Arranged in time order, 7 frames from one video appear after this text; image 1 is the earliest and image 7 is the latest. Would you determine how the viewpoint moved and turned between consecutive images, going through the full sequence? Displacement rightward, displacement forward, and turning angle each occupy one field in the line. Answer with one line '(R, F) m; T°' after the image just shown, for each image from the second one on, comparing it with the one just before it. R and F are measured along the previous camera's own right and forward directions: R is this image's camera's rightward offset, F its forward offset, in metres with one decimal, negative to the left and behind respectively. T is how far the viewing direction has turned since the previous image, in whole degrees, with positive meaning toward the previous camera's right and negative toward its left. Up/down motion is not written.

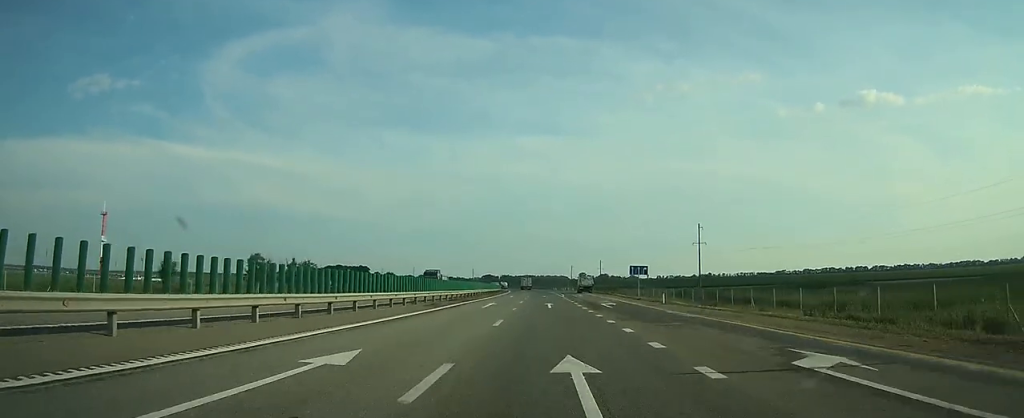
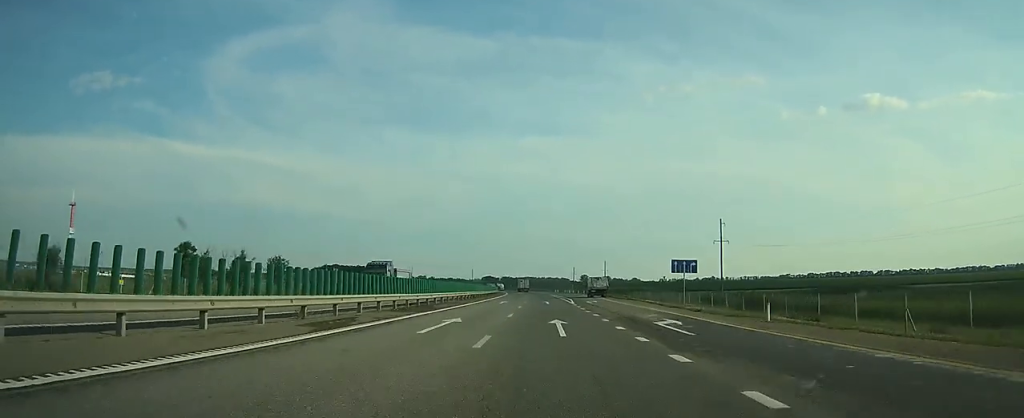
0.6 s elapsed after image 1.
(+0.1, +18.0) m; 0°
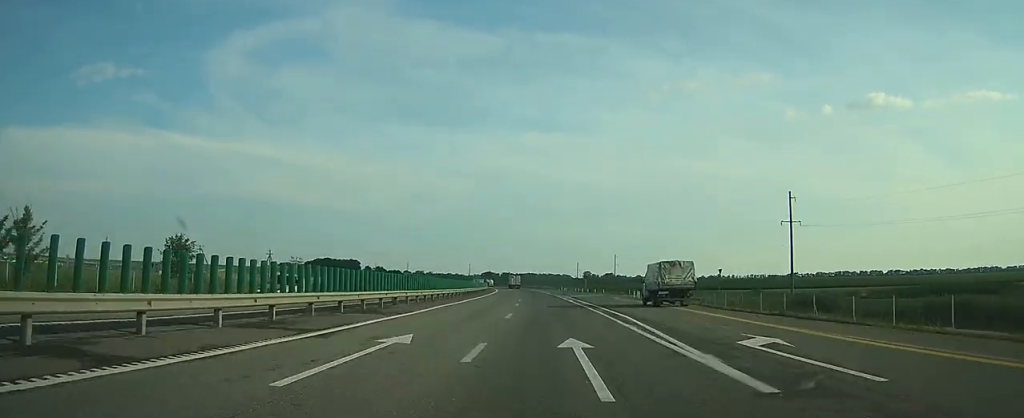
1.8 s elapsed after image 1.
(-0.2, +38.9) m; 0°
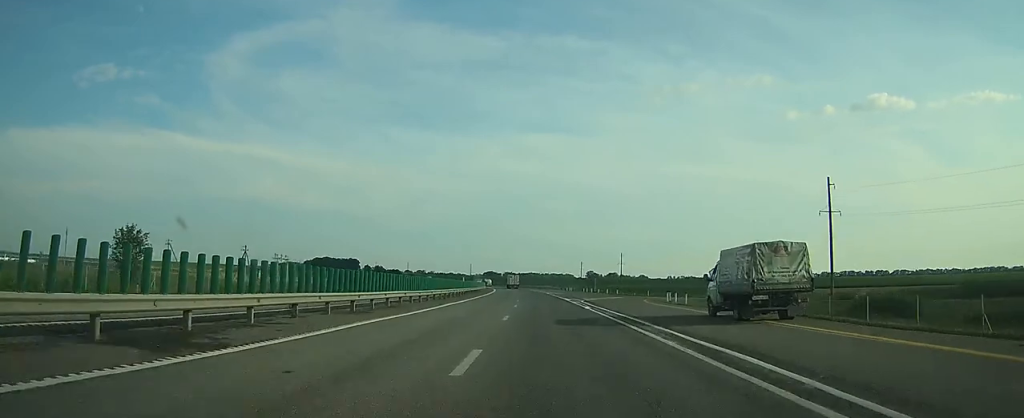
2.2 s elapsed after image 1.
(0.0, +13.6) m; 0°
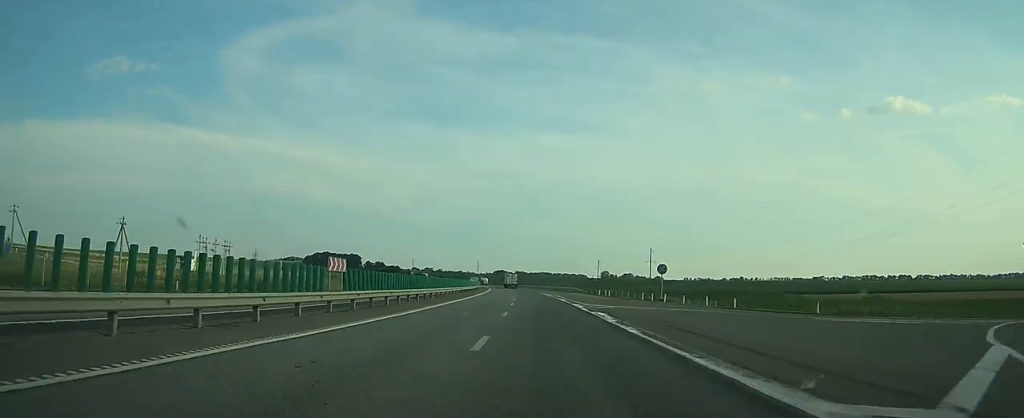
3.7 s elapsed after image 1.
(-0.3, +45.2) m; -1°
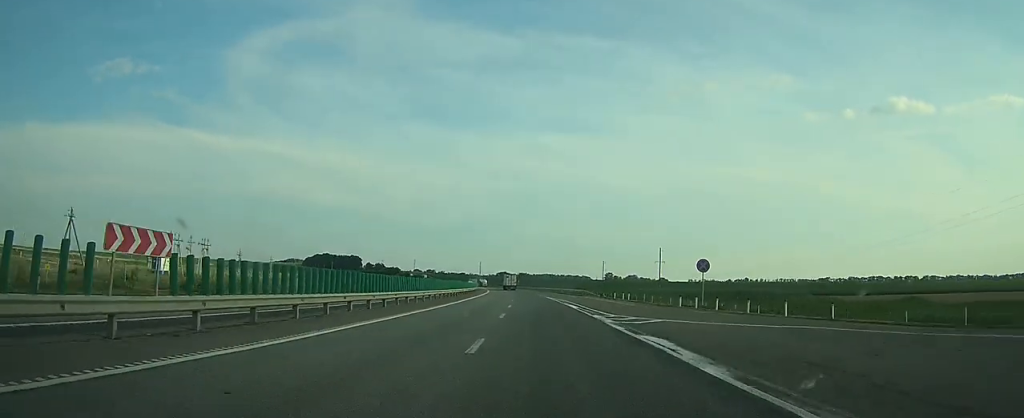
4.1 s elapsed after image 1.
(0.0, +12.1) m; 0°
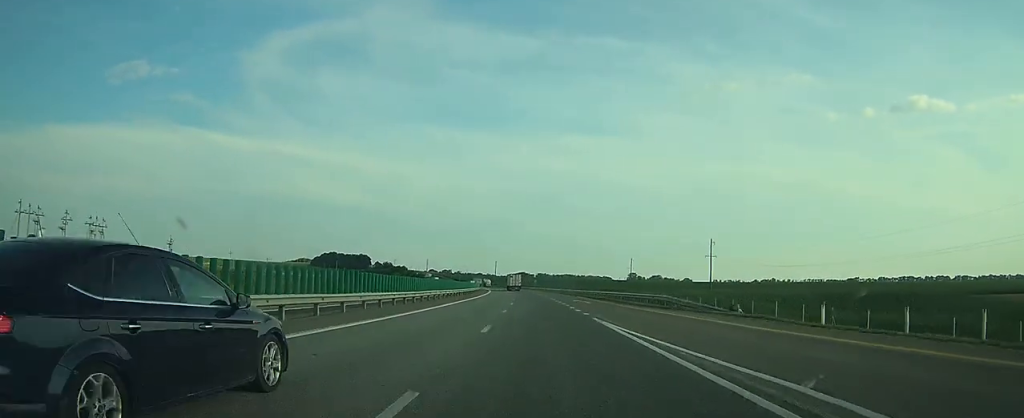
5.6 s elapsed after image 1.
(-0.4, +43.7) m; -2°
